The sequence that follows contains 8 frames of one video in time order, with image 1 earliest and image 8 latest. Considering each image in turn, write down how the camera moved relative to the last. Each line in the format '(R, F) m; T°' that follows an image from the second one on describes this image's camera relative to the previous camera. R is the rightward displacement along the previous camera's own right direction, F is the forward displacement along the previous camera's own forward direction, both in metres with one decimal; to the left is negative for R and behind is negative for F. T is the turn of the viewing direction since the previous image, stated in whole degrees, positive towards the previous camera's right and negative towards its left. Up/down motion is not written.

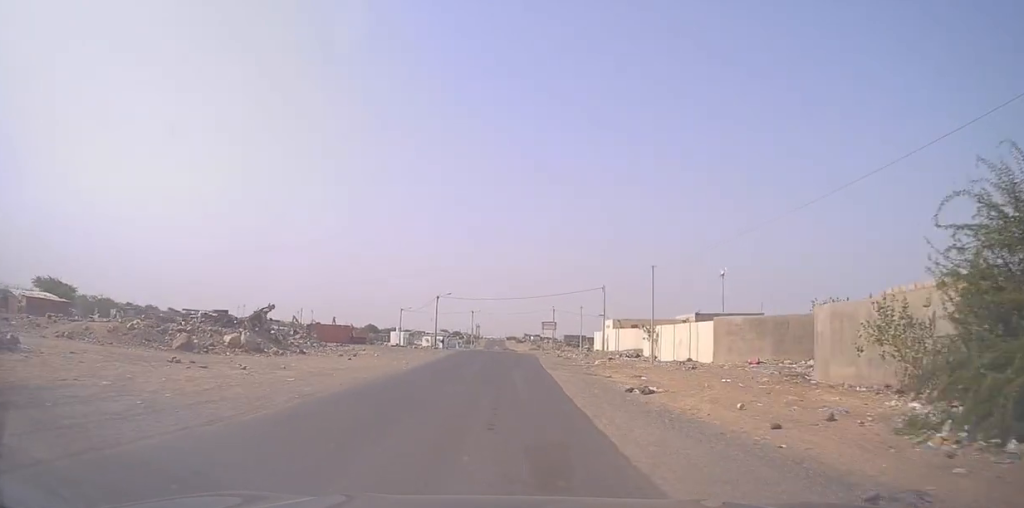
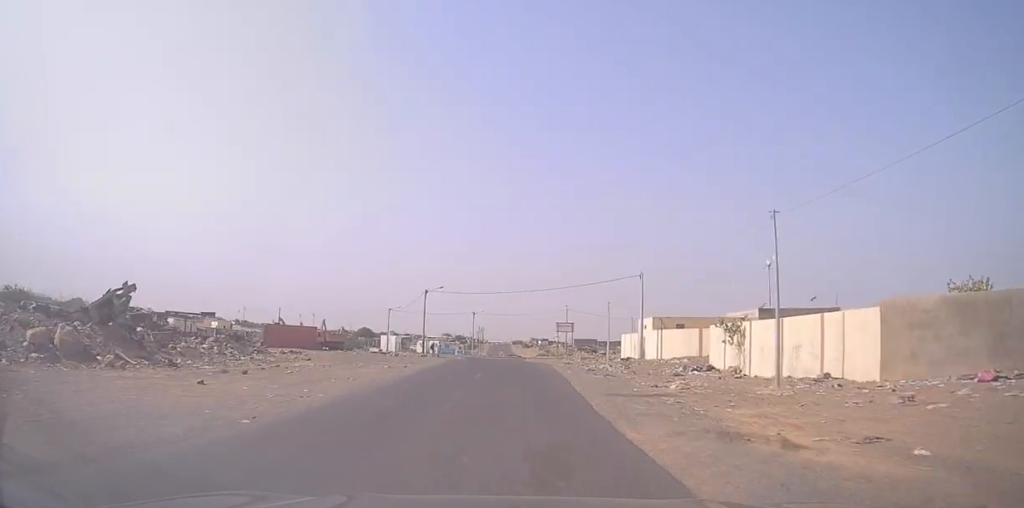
(+0.2, +17.6) m; 0°
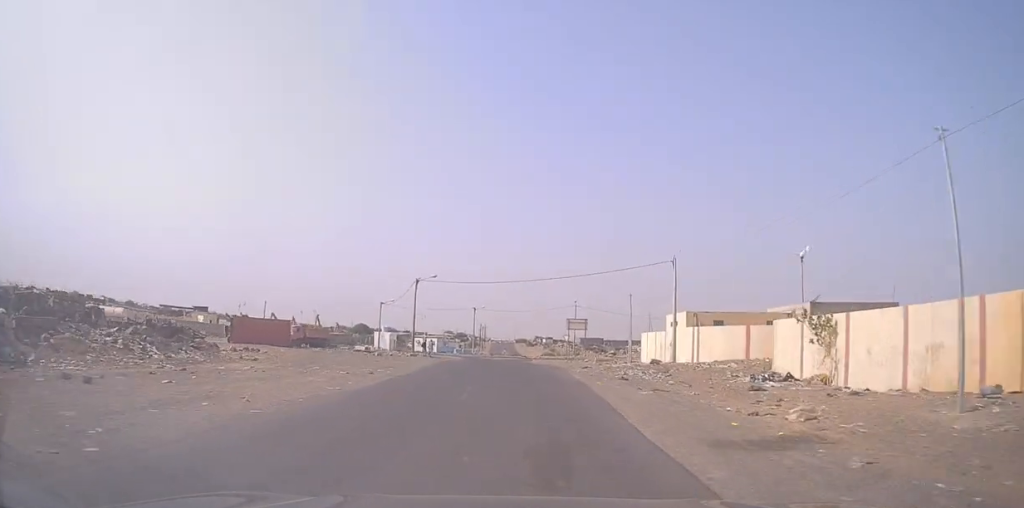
(-0.1, +9.7) m; -1°
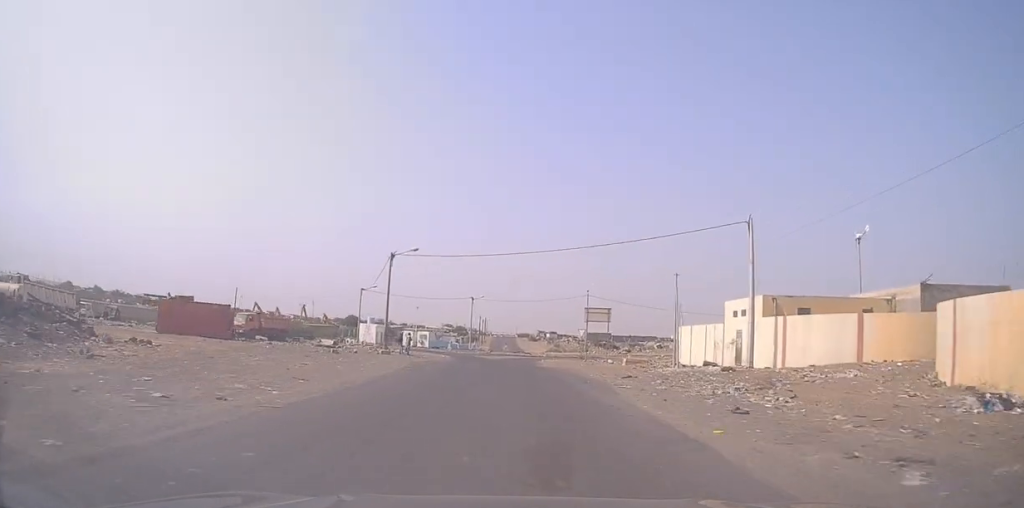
(-0.2, +14.3) m; -1°
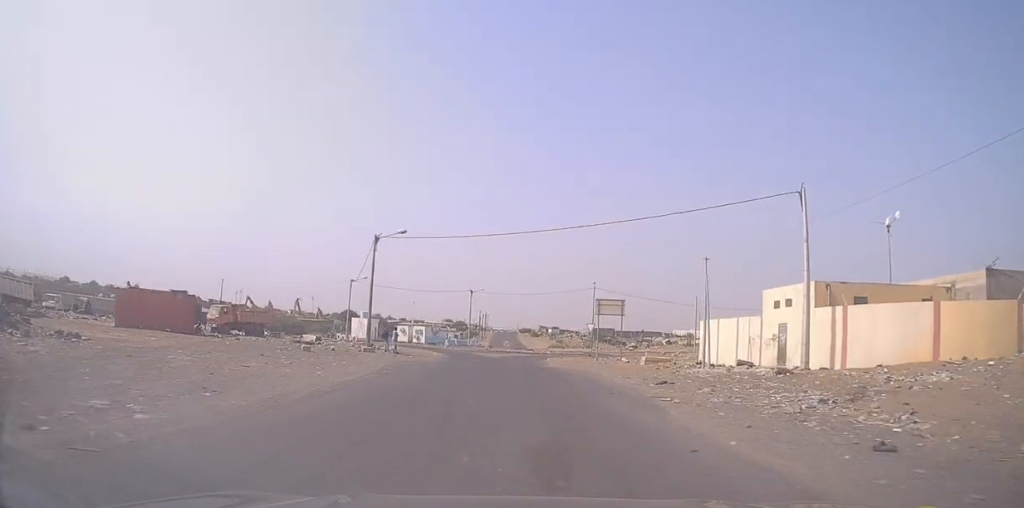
(-0.1, +6.0) m; 0°
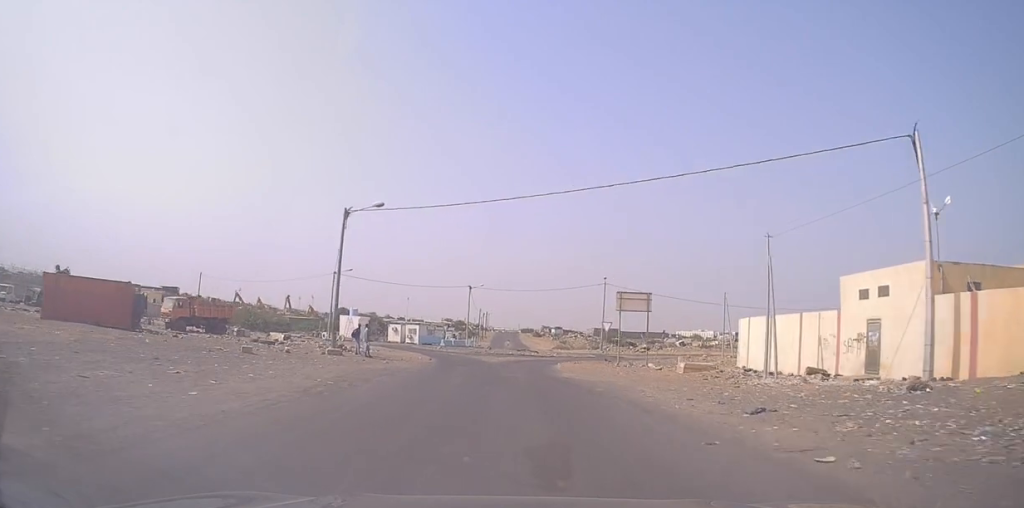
(+0.1, +8.4) m; 0°
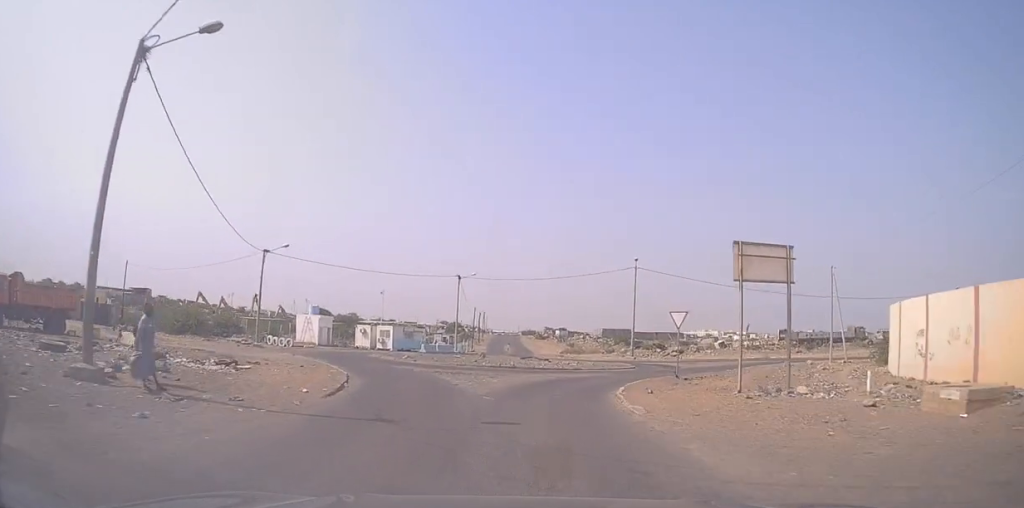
(0.0, +20.6) m; +1°
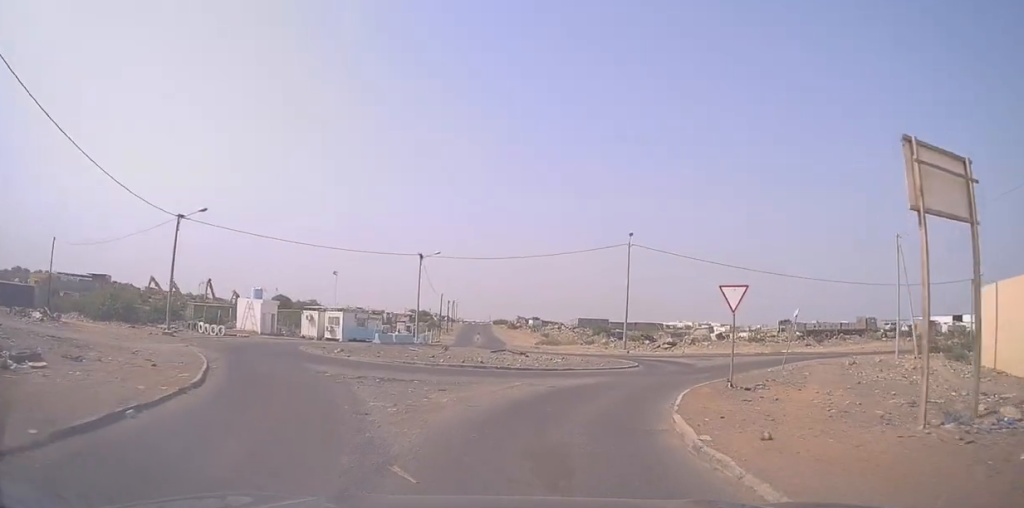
(+0.2, +10.4) m; +2°
